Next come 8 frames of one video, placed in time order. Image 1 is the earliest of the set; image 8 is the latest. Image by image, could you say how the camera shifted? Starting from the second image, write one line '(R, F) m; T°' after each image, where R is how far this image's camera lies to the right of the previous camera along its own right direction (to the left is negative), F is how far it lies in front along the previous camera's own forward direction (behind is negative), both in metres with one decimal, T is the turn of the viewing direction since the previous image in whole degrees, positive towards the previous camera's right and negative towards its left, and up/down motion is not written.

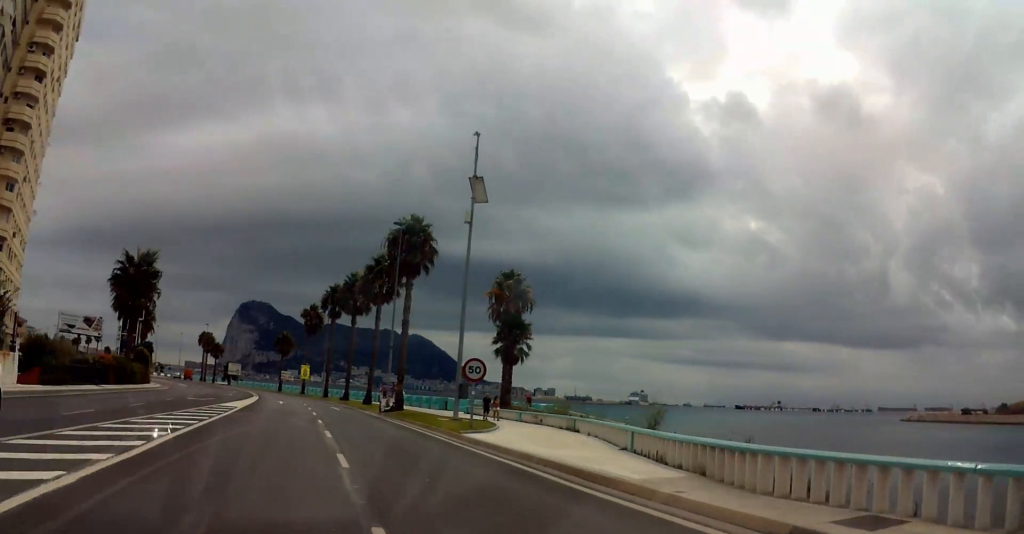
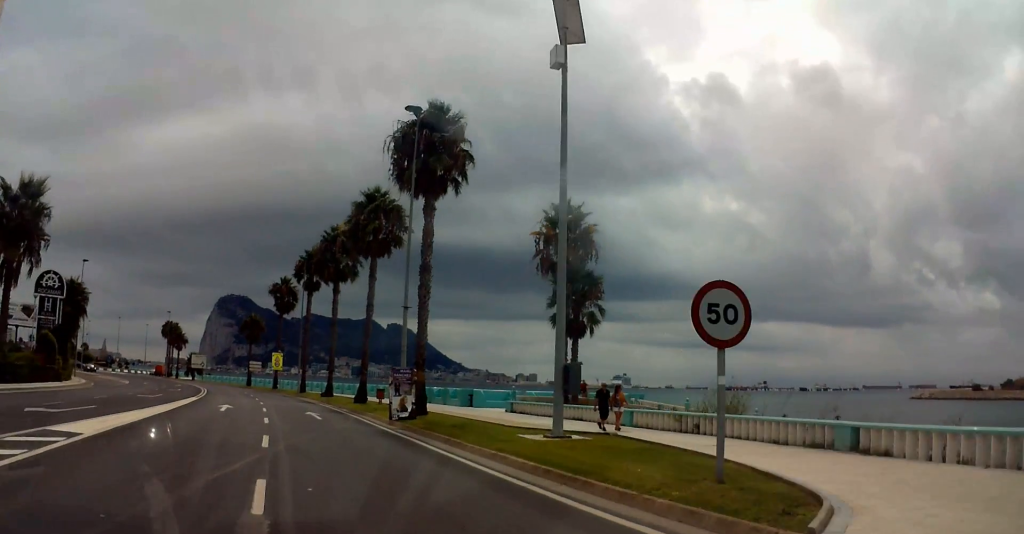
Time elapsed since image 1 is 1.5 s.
(-0.8, +17.5) m; -2°
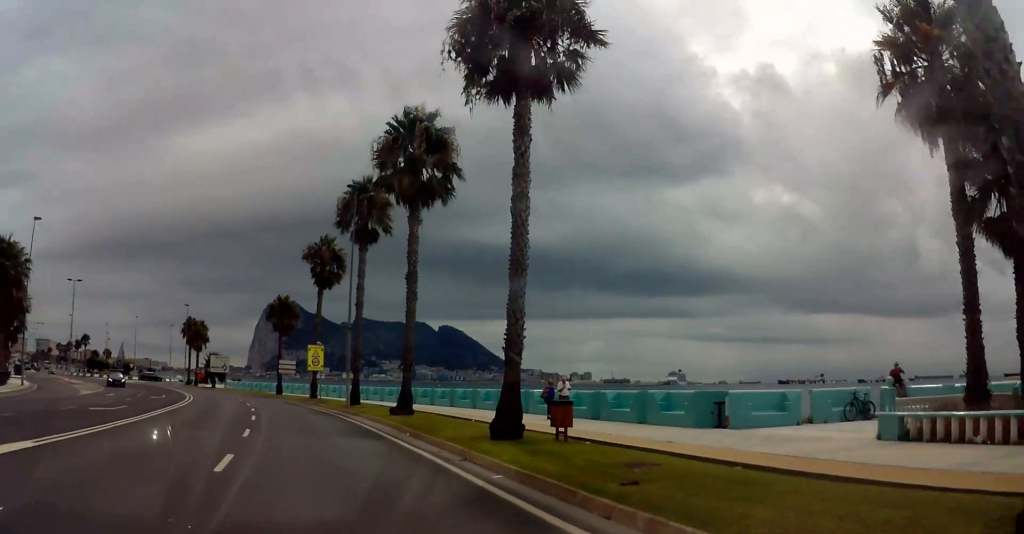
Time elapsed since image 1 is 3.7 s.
(-0.7, +24.1) m; -4°
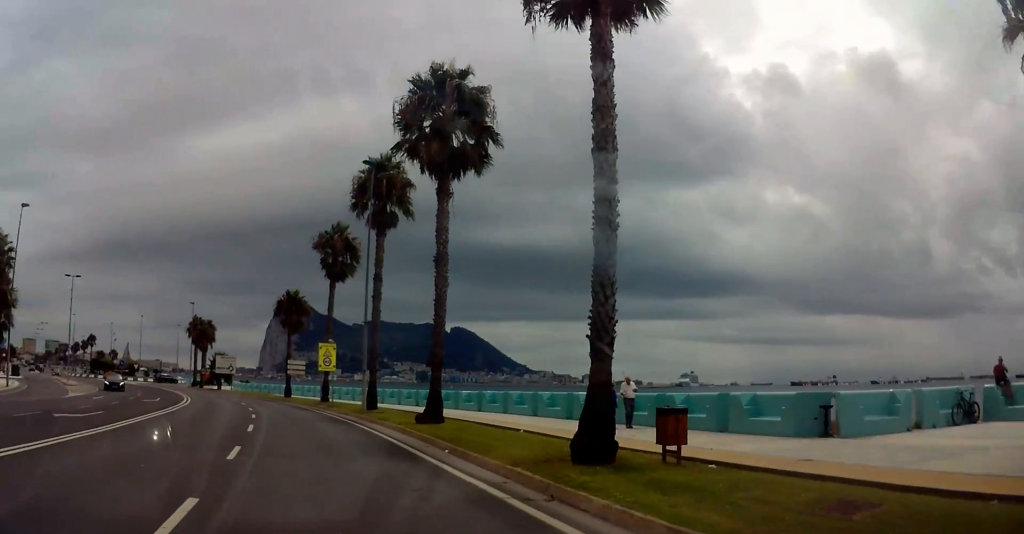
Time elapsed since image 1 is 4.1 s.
(-0.1, +4.4) m; -1°
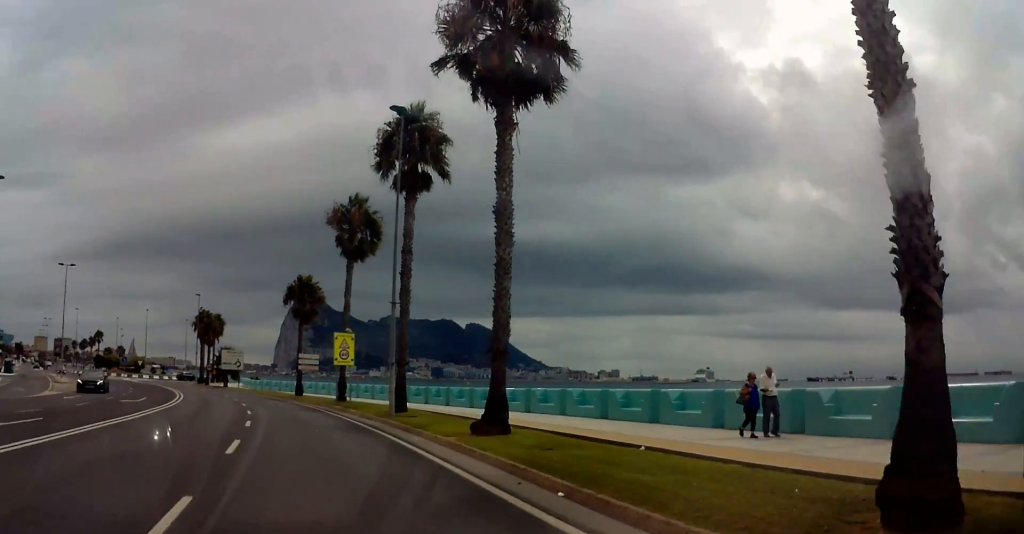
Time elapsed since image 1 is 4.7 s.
(0.0, +6.5) m; 0°
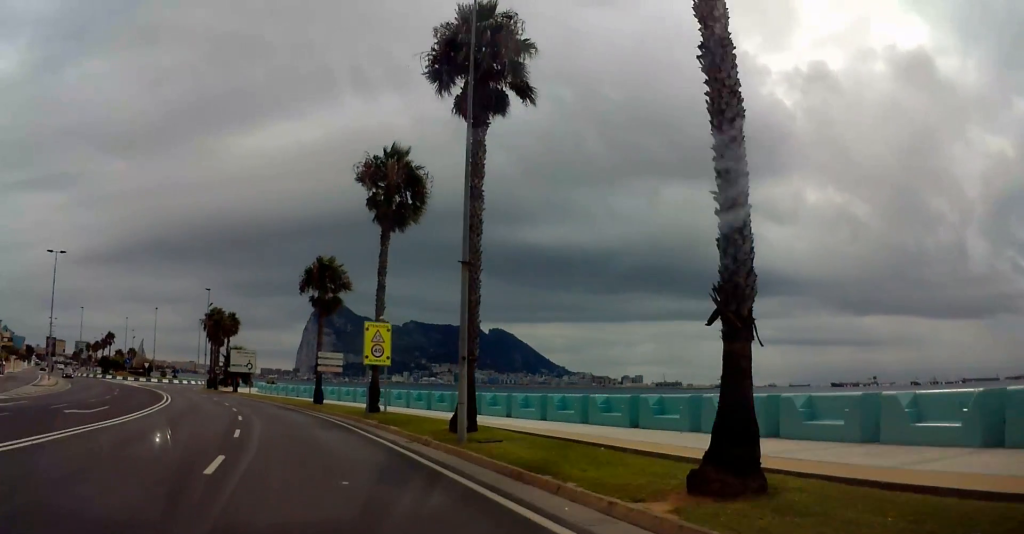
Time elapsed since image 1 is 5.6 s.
(0.0, +9.5) m; 0°
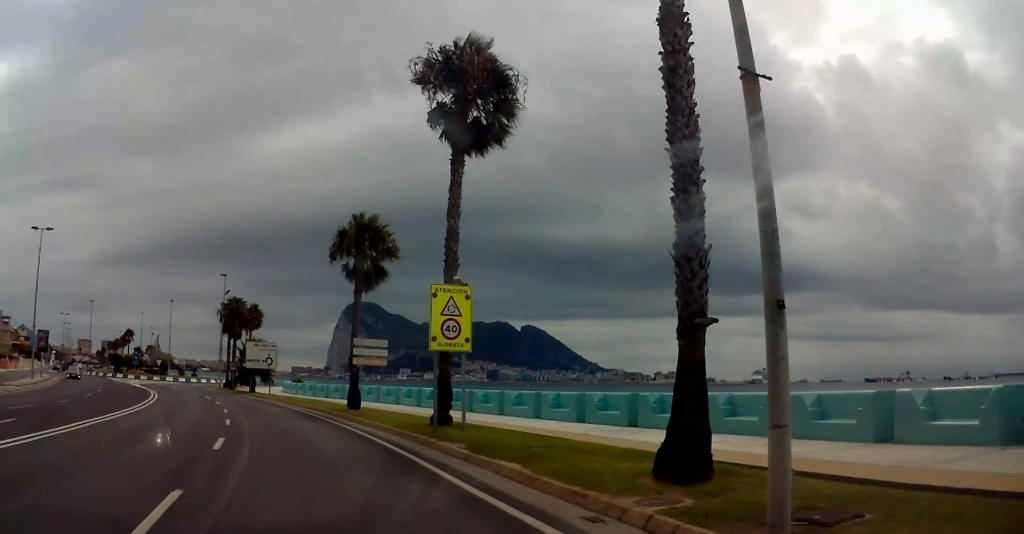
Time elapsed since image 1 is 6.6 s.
(0.0, +10.6) m; 0°
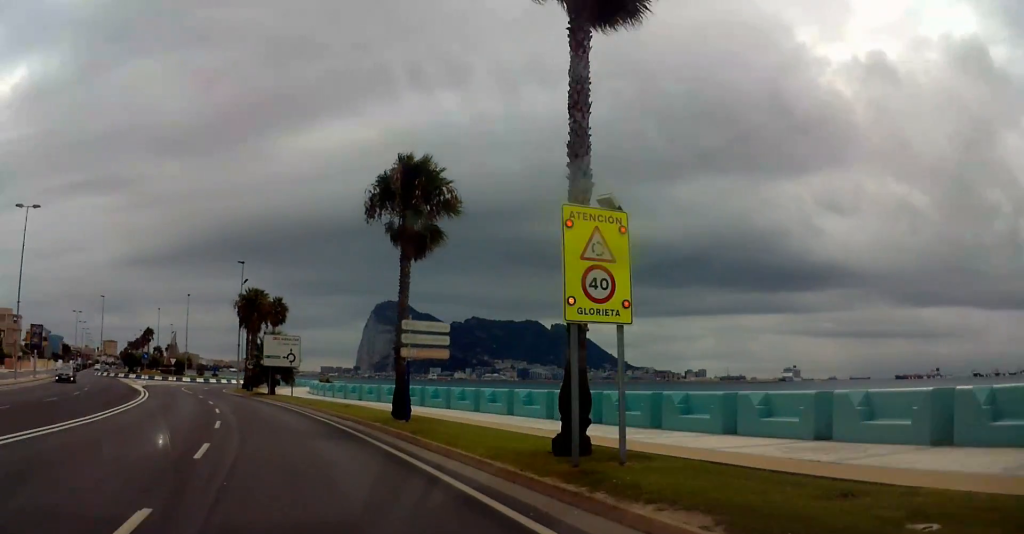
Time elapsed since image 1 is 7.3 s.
(0.0, +7.9) m; -2°
